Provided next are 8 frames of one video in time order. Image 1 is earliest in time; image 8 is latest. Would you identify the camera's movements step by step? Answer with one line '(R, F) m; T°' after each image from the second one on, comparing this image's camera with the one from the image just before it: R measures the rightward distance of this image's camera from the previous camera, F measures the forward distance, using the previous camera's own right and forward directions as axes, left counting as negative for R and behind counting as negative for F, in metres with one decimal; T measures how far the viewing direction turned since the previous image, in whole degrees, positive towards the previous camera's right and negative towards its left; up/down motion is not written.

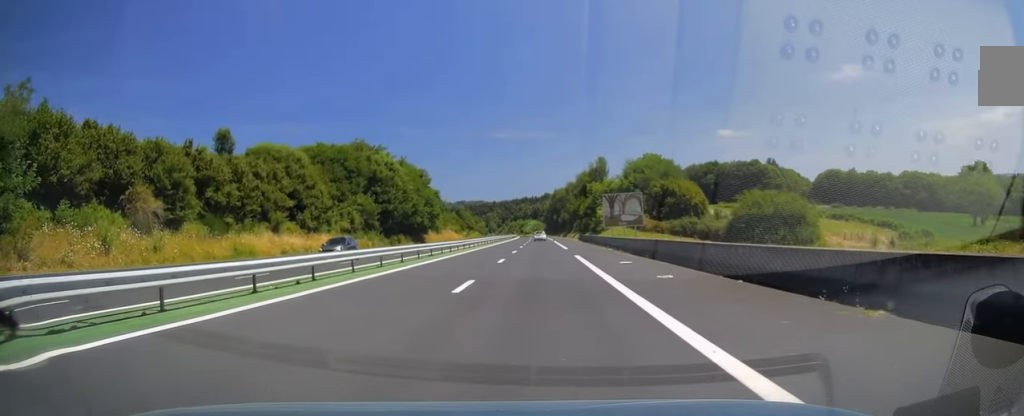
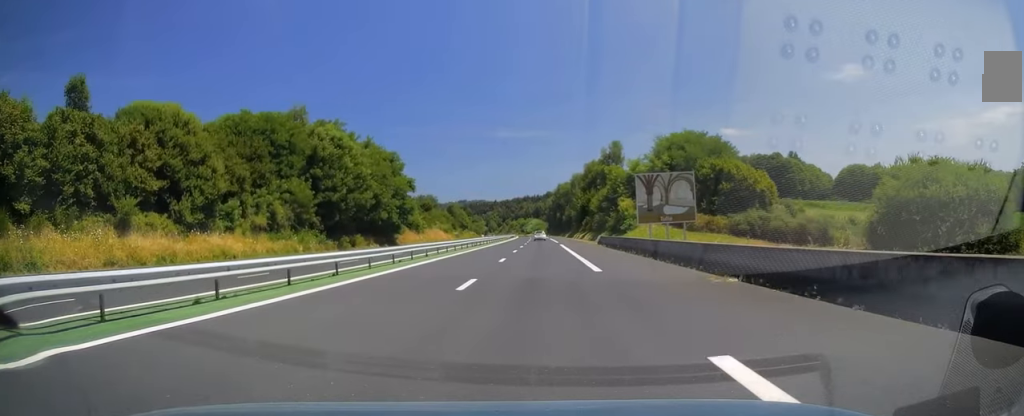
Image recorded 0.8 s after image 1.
(+0.2, +25.5) m; 0°
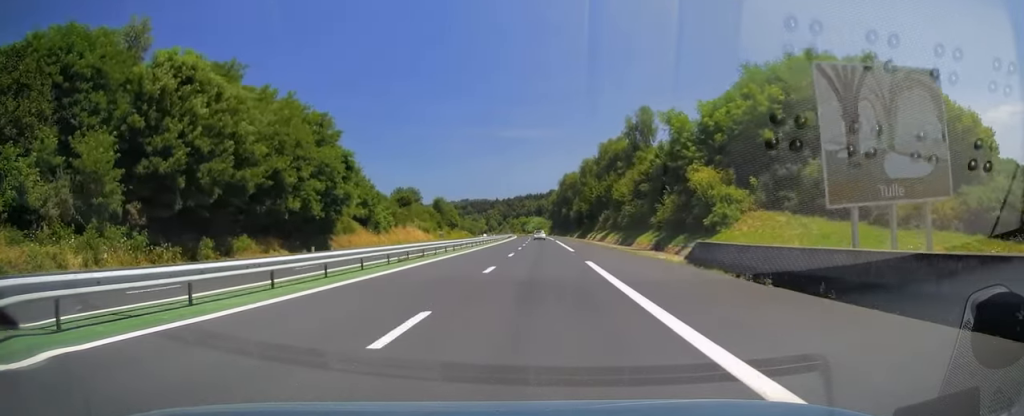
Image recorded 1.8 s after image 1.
(-0.4, +32.9) m; -1°
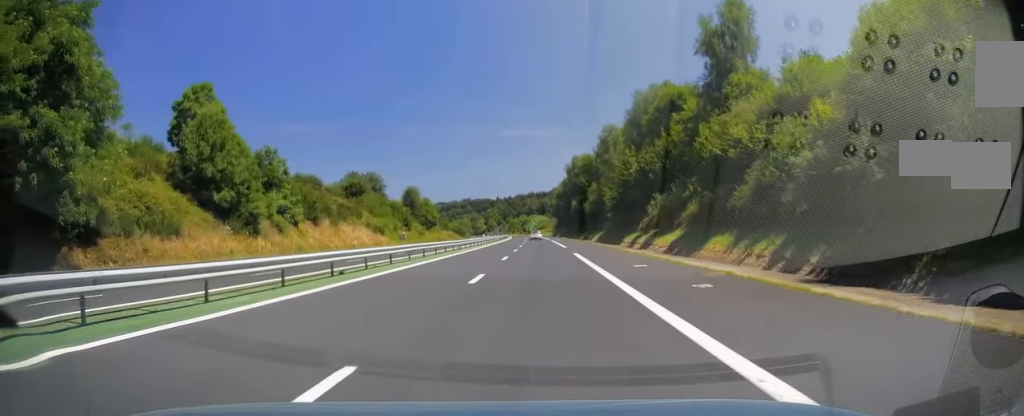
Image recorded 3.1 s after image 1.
(0.0, +43.2) m; 0°
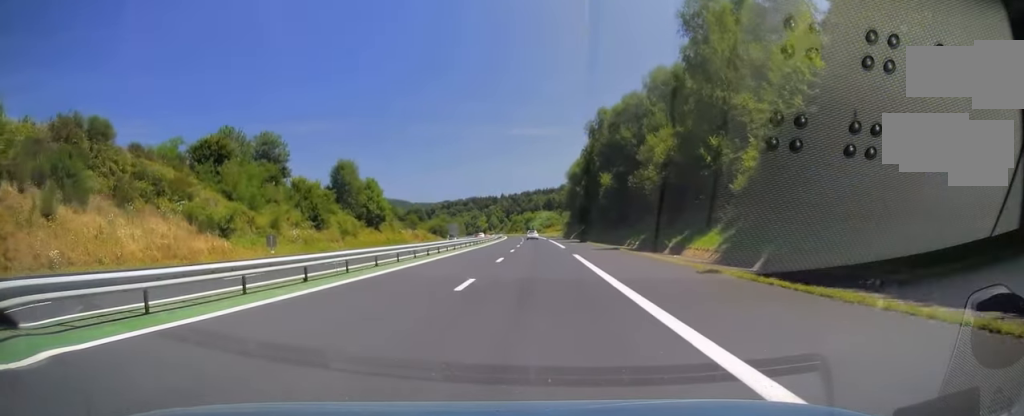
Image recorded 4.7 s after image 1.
(0.0, +54.2) m; -1°
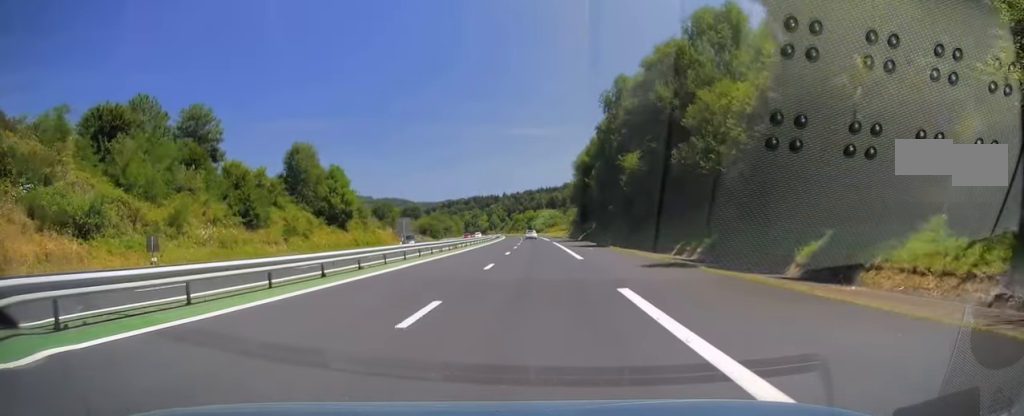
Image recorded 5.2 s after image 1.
(-0.2, +18.5) m; 0°
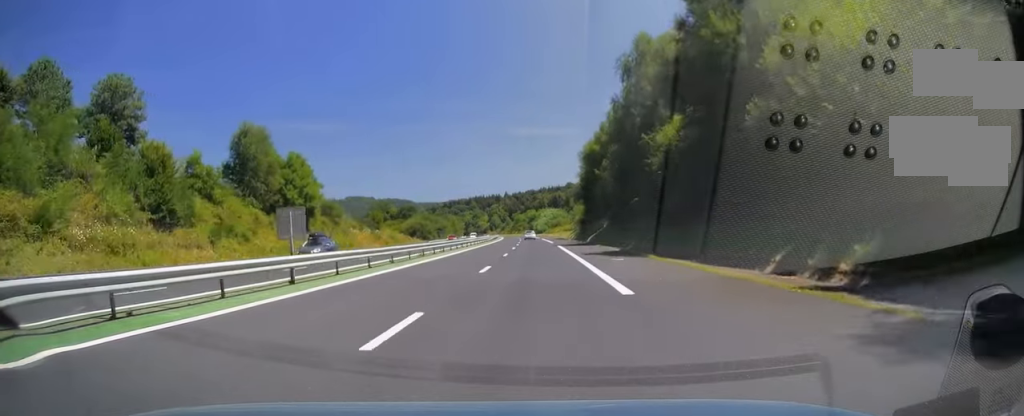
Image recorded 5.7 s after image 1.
(-0.1, +14.6) m; 0°
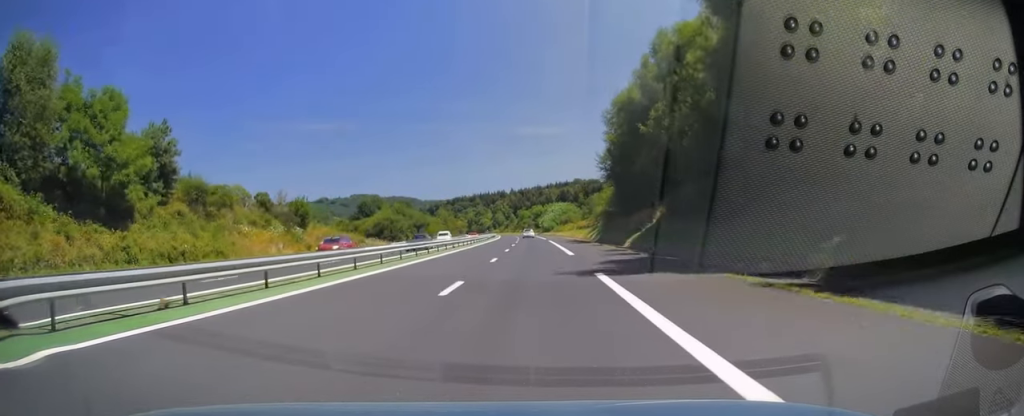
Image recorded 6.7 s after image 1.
(-0.1, +33.6) m; 0°
